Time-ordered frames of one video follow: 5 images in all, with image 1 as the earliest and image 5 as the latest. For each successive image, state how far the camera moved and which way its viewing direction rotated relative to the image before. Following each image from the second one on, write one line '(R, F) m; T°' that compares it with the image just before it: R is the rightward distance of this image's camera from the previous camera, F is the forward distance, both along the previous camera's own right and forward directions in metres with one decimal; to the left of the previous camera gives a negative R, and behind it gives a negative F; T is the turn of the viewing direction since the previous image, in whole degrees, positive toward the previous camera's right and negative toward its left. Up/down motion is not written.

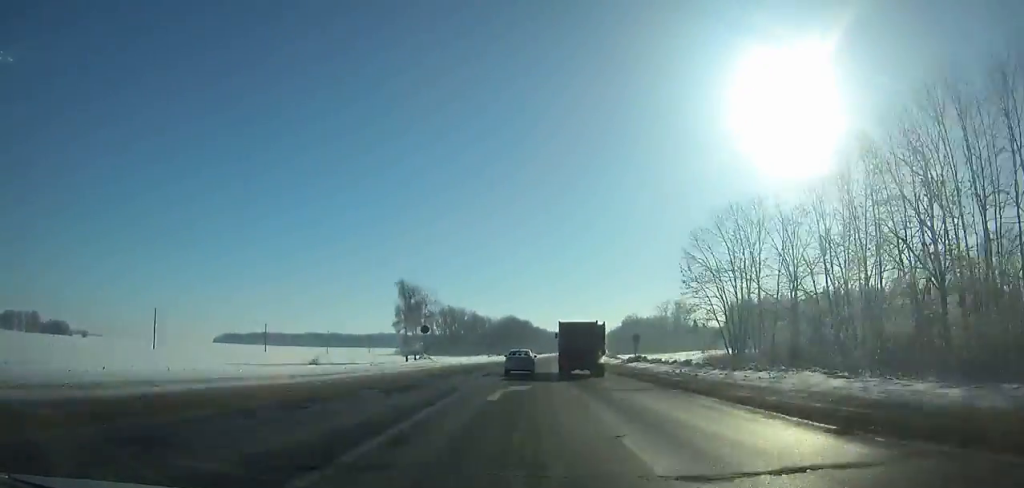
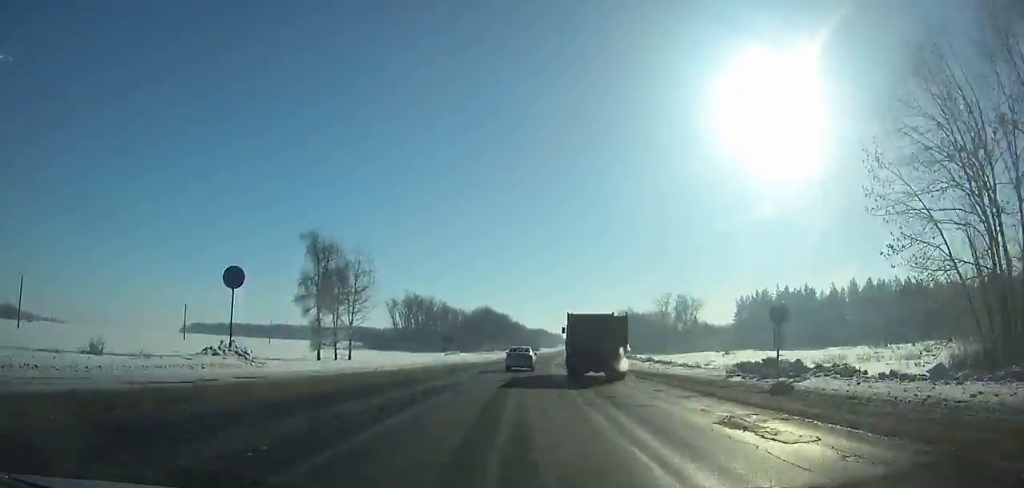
(+0.2, +36.8) m; +2°
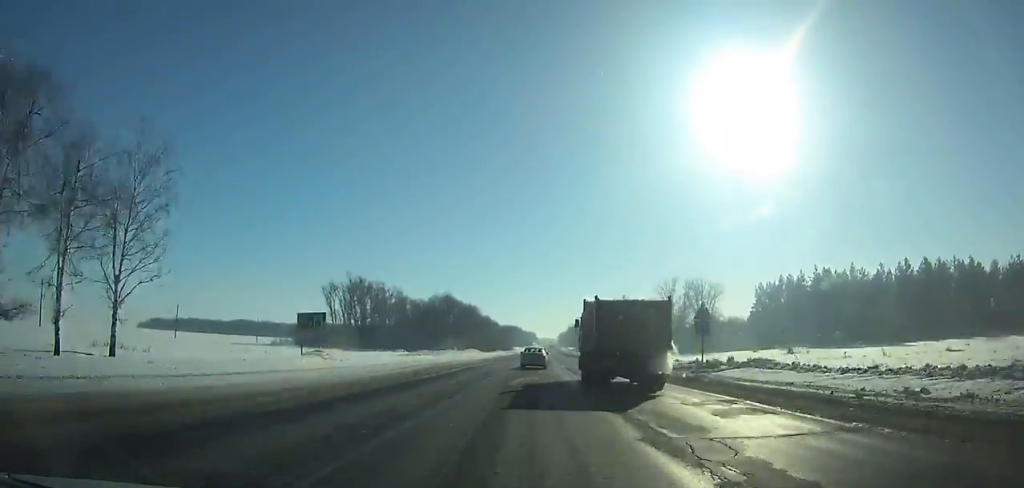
(+1.4, +42.1) m; +2°
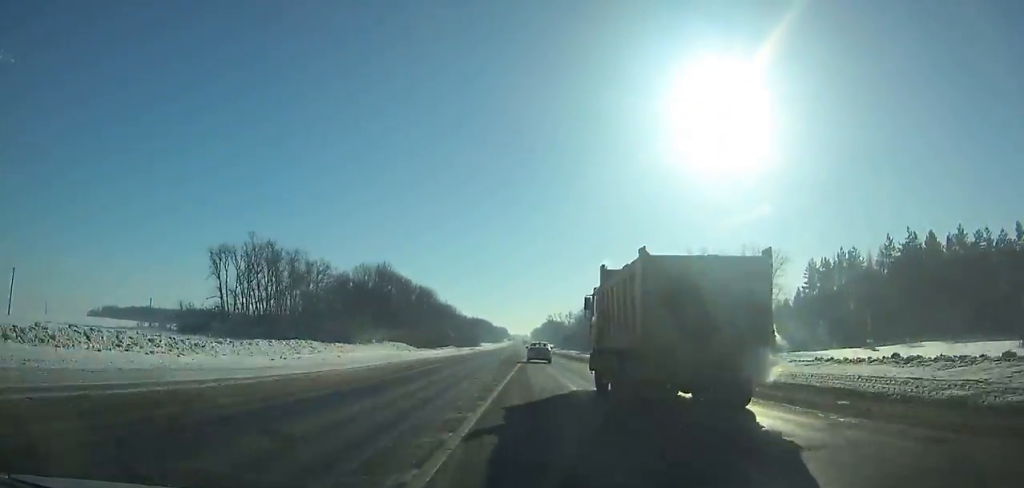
(+1.1, +47.4) m; +2°
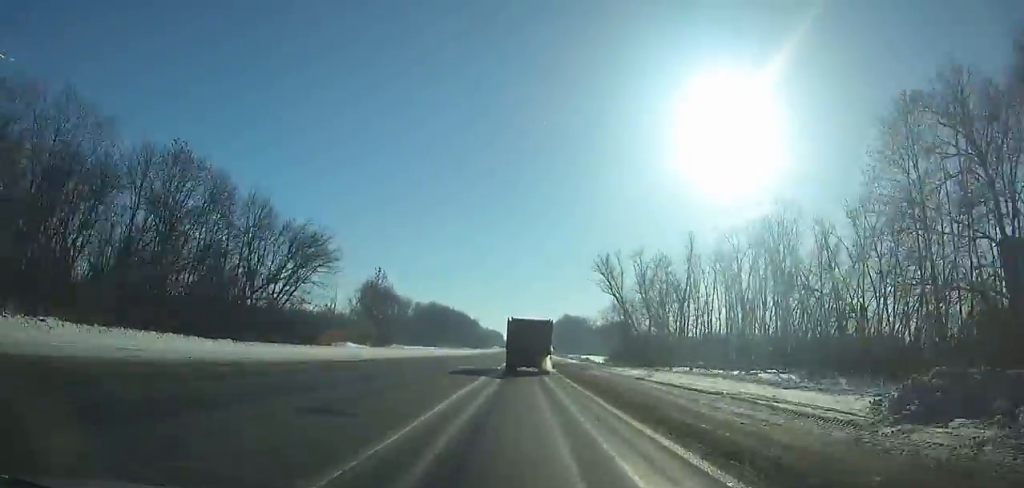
(+2.3, +190.8) m; 0°
